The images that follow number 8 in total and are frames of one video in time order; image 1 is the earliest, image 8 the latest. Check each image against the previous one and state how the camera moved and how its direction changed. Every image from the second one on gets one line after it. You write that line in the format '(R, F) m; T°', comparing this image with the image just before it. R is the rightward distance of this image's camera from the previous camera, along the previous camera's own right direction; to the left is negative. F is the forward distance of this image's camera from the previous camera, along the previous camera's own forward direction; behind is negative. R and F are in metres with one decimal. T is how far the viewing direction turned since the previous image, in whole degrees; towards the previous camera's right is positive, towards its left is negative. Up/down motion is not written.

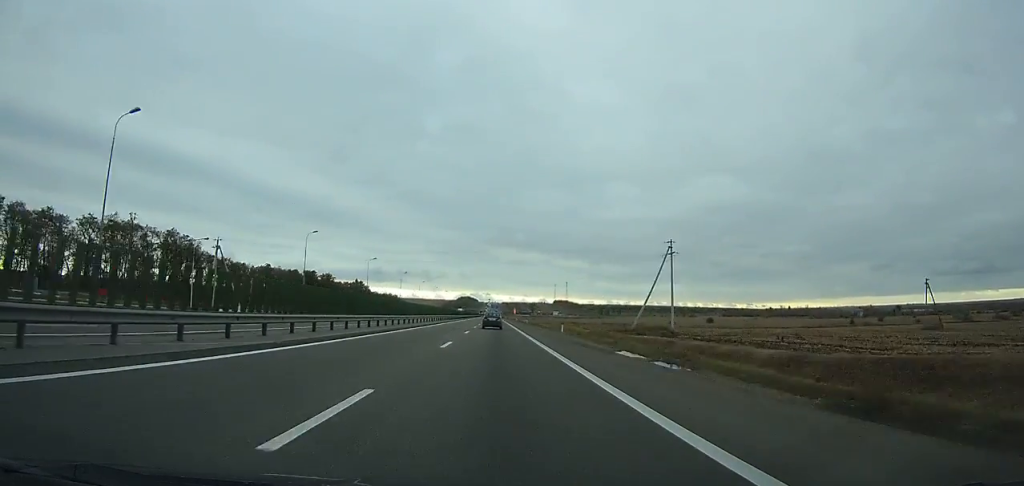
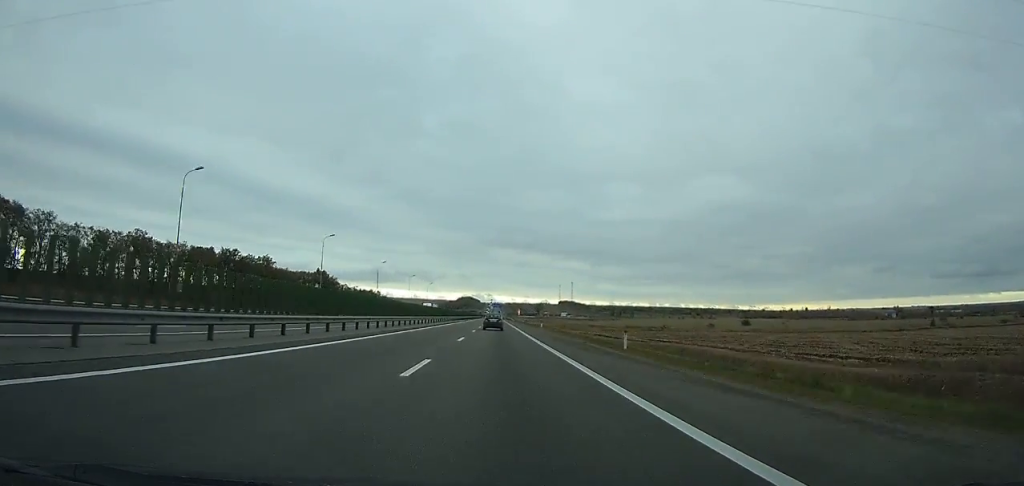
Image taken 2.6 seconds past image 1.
(-0.2, +74.1) m; 0°
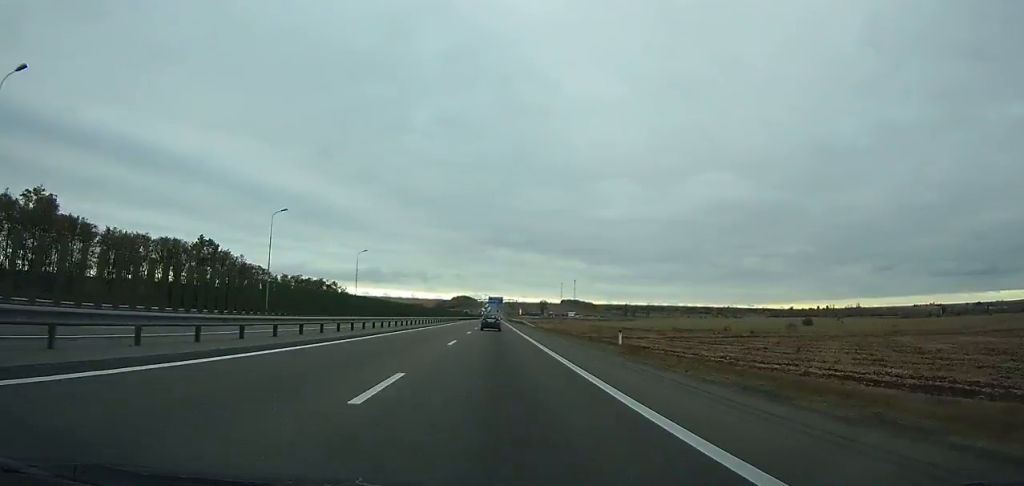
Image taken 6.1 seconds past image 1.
(0.0, +100.5) m; 0°
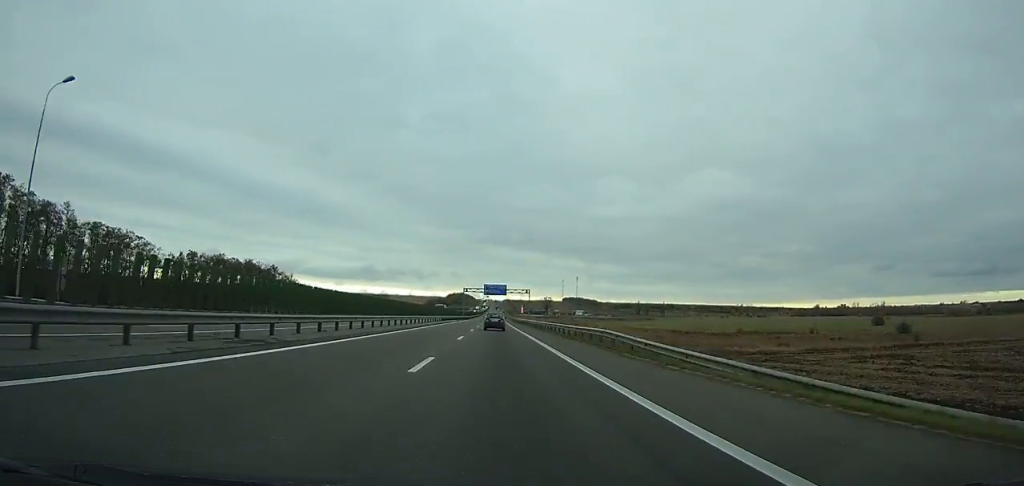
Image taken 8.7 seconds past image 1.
(0.0, +76.0) m; 0°
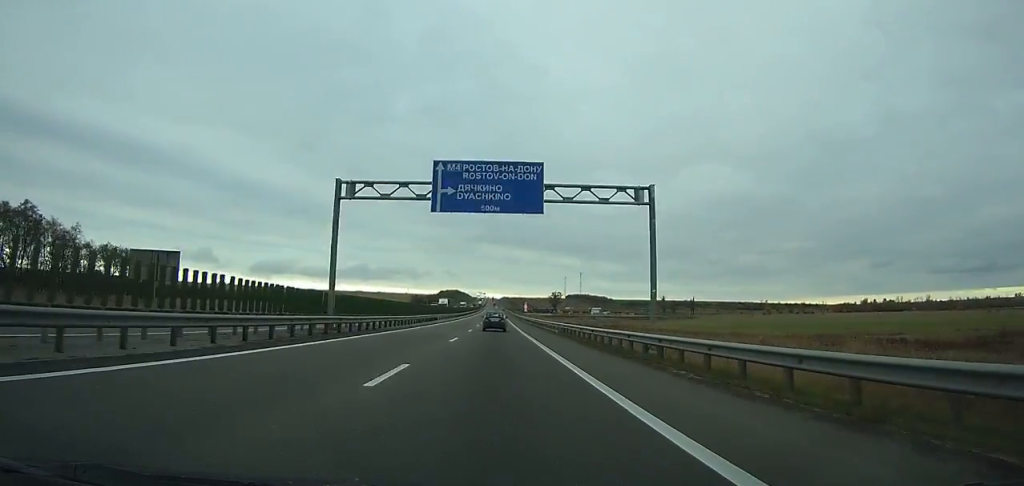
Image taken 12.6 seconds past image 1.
(+0.2, +116.4) m; 0°
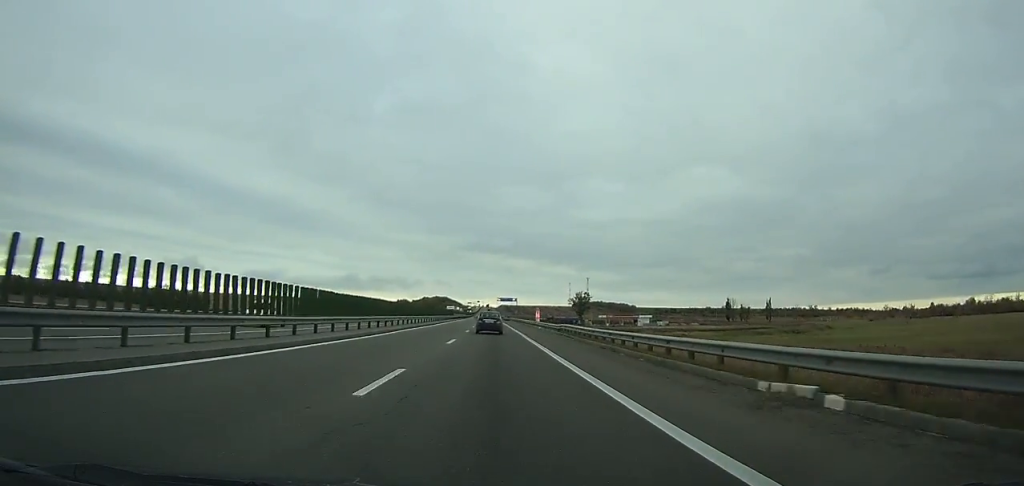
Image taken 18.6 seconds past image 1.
(+0.5, +182.9) m; 0°
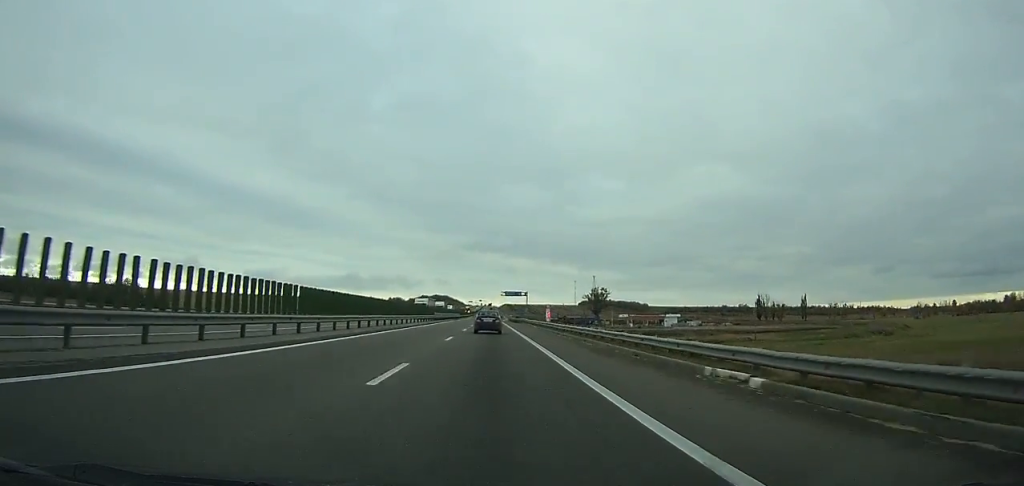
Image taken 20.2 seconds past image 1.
(-0.1, +46.1) m; 0°
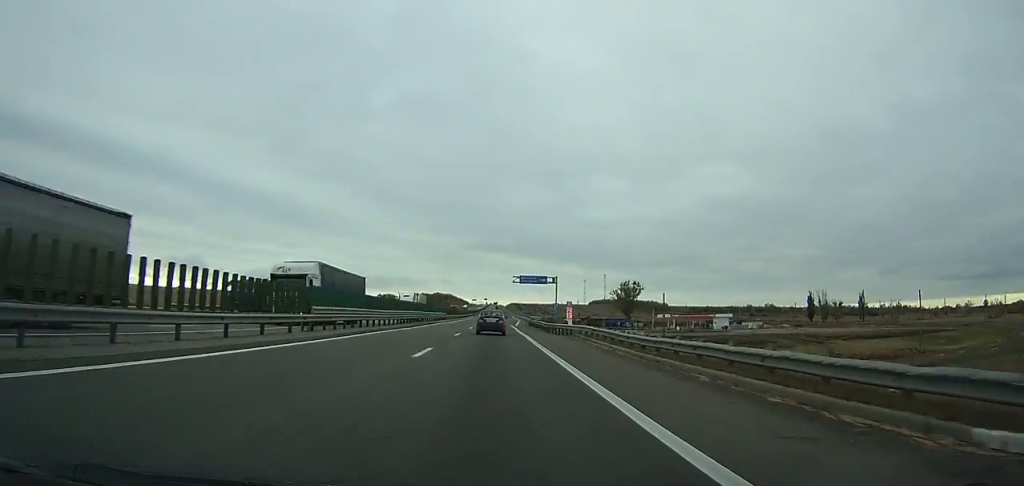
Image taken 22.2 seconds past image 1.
(-0.1, +57.0) m; 0°
